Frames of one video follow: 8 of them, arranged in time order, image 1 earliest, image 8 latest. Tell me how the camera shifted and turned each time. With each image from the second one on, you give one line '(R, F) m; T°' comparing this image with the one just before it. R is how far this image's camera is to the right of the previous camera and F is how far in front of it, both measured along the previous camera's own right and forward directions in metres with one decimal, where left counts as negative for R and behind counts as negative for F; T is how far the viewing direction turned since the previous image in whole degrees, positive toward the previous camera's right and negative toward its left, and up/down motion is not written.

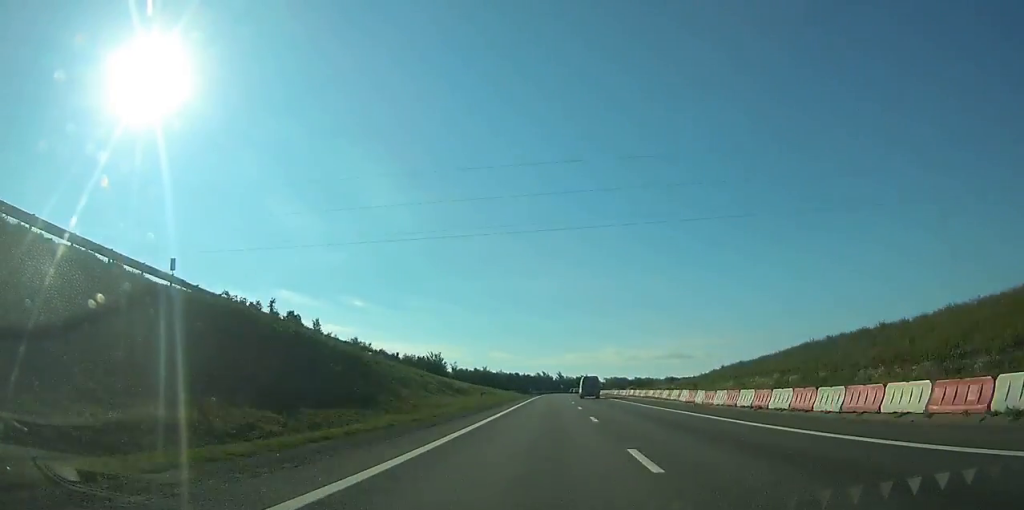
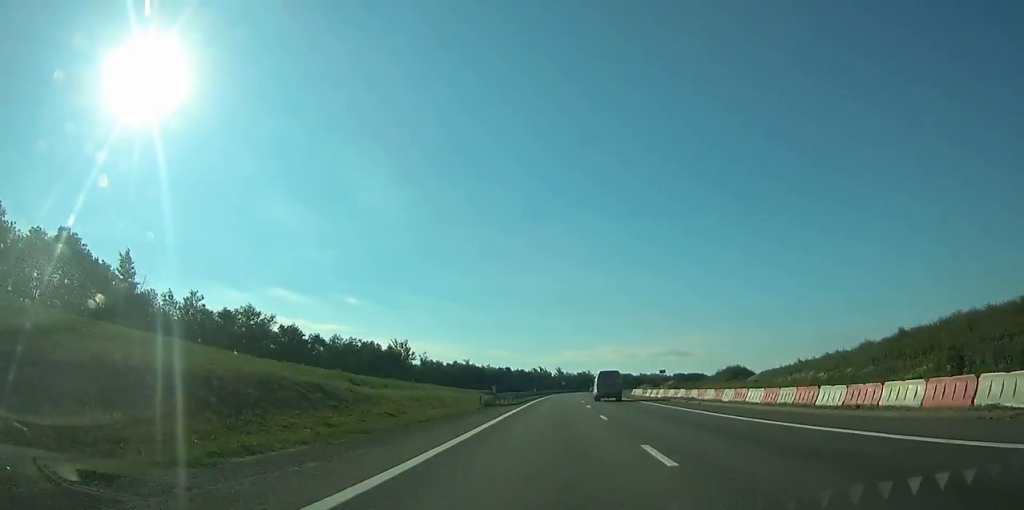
(+0.4, +54.3) m; +1°
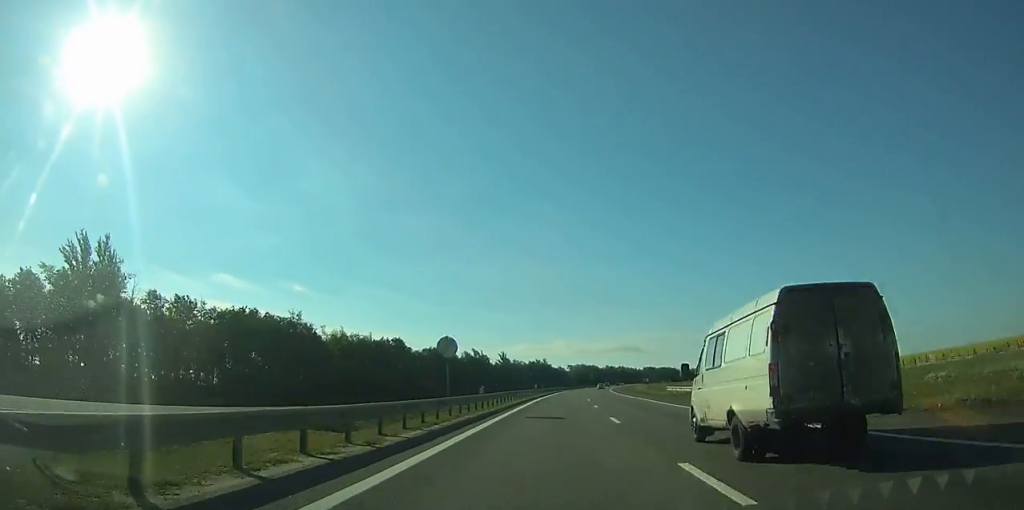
(+3.4, +128.1) m; +4°
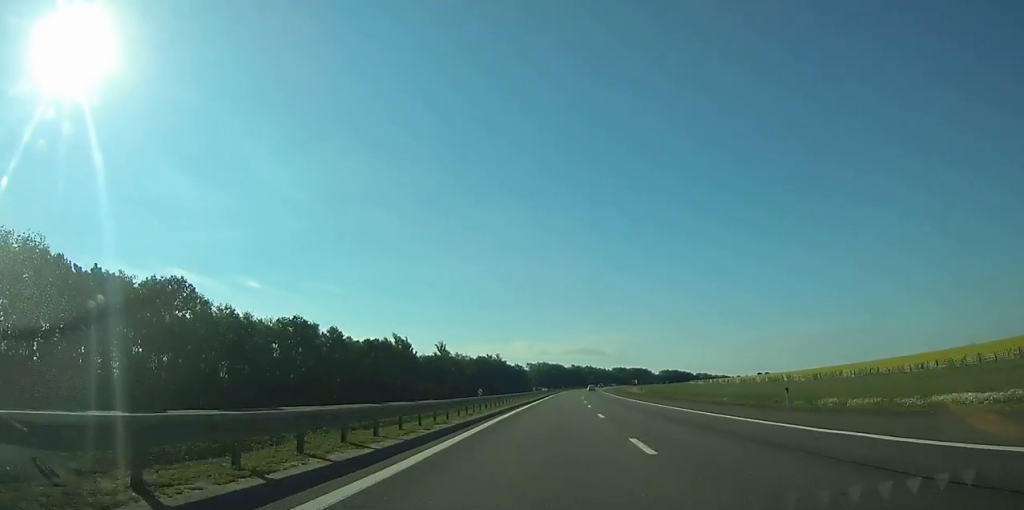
(+2.7, +76.5) m; +4°
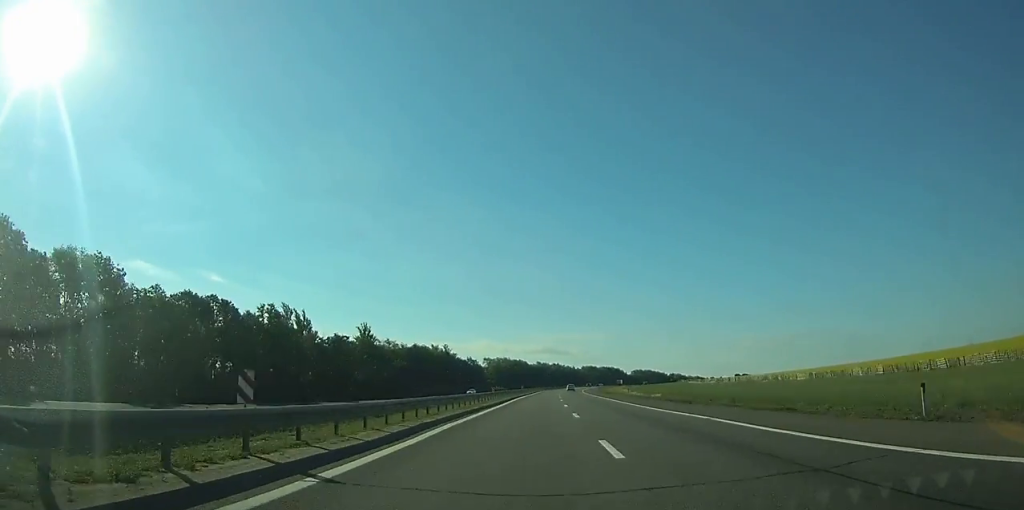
(+1.7, +58.1) m; +2°
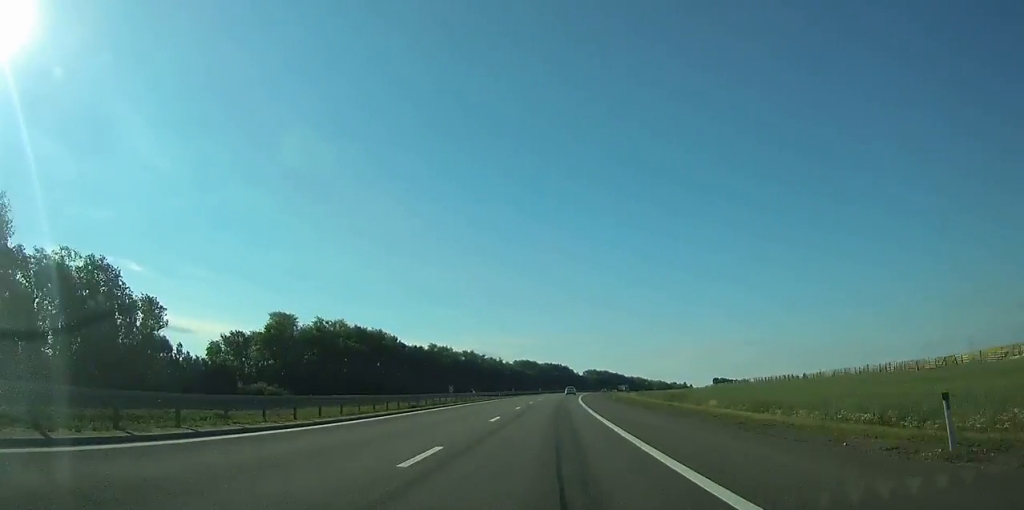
(+11.8, +191.8) m; +7°
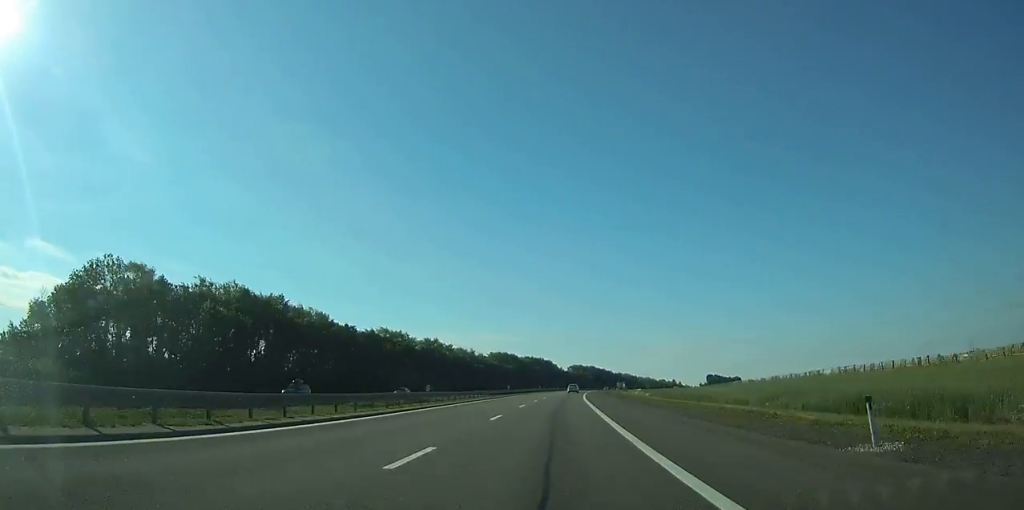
(+0.5, +48.0) m; +2°
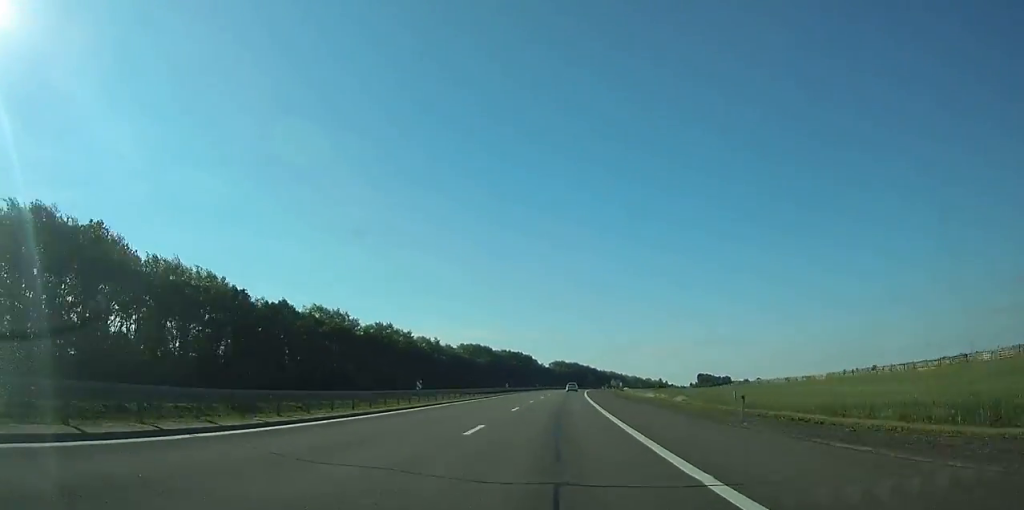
(+0.4, +44.4) m; +2°
